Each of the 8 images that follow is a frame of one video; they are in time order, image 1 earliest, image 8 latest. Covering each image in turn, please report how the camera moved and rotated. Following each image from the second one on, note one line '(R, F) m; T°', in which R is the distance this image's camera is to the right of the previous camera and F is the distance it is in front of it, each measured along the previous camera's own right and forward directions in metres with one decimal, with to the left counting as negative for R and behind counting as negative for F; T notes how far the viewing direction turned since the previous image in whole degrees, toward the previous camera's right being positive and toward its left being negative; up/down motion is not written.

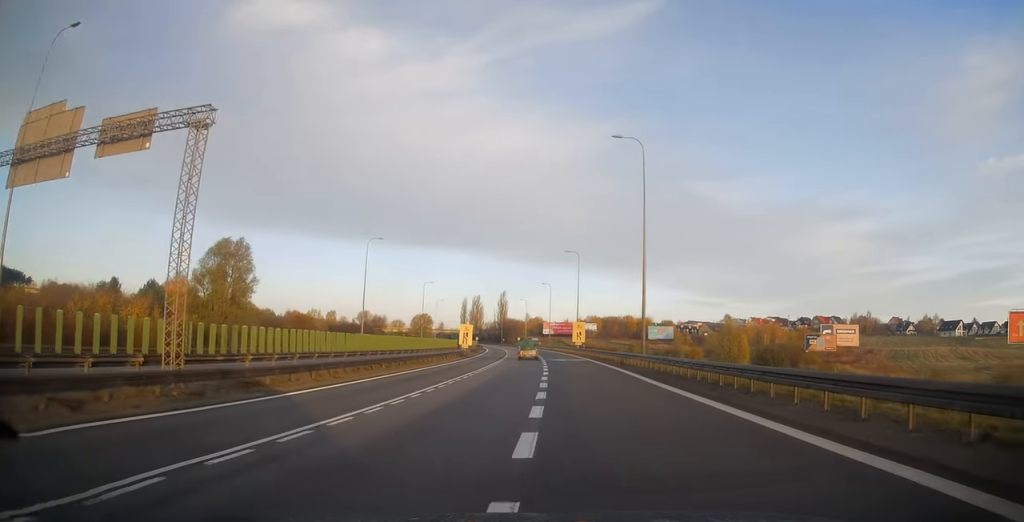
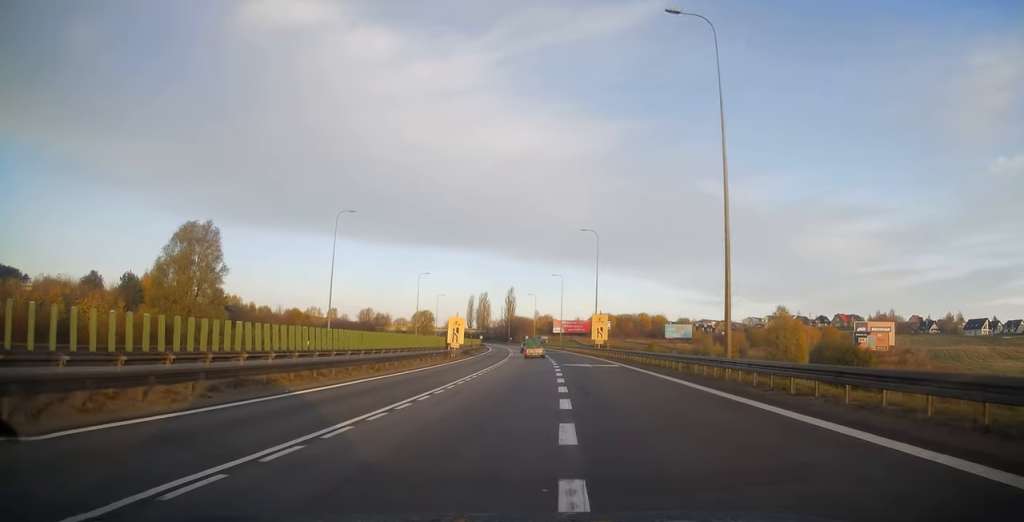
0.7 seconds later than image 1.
(+0.1, +15.6) m; -1°
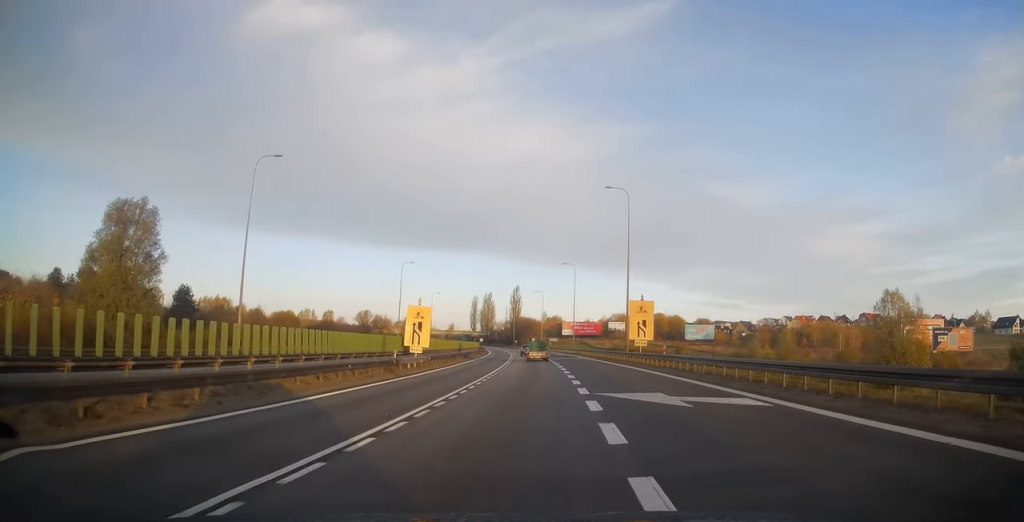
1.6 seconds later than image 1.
(-0.3, +20.7) m; -1°
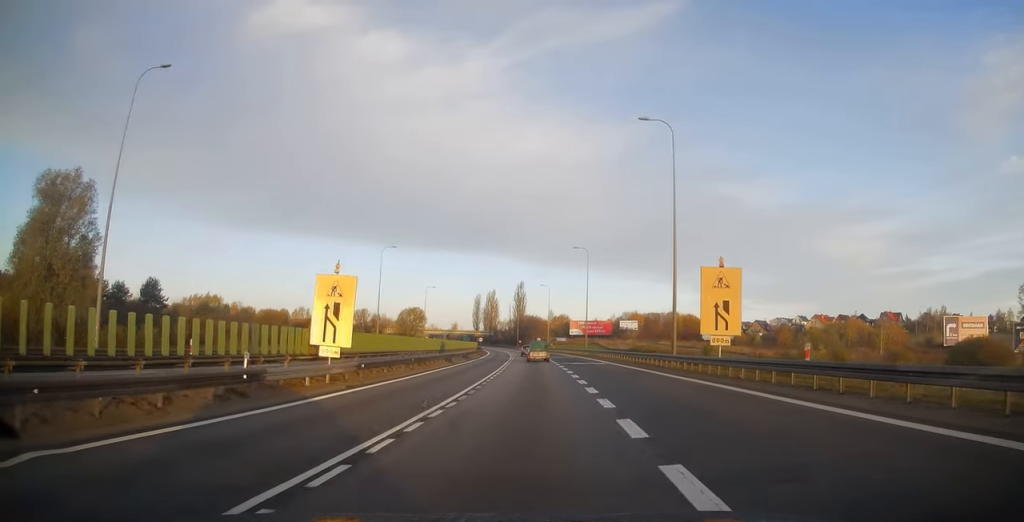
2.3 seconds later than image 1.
(-0.1, +16.0) m; -1°
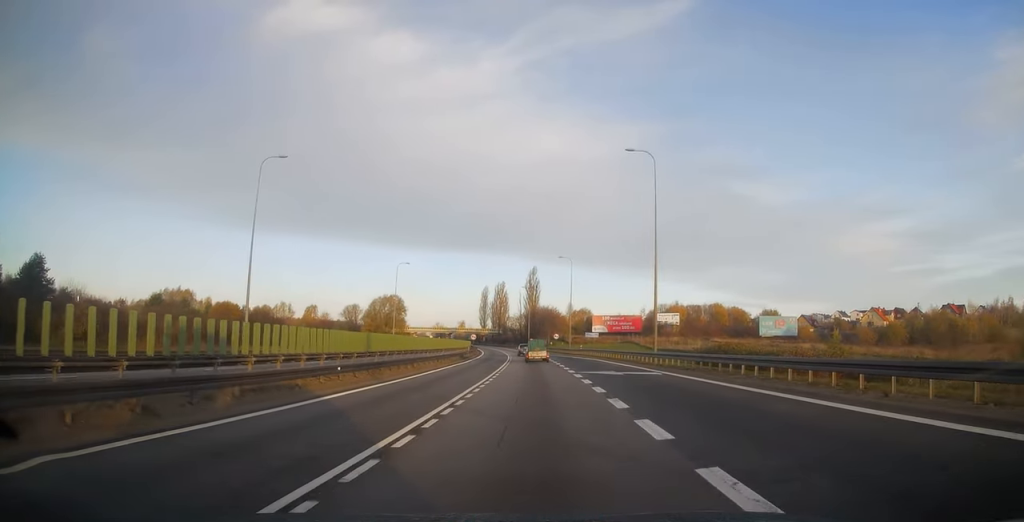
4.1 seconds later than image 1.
(-0.5, +41.3) m; -1°
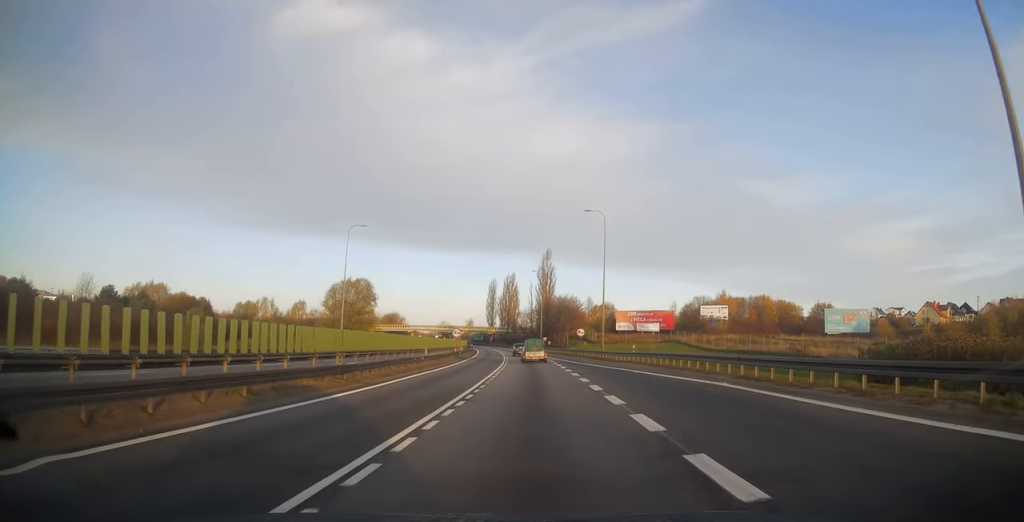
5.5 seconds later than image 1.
(-0.3, +31.9) m; -2°
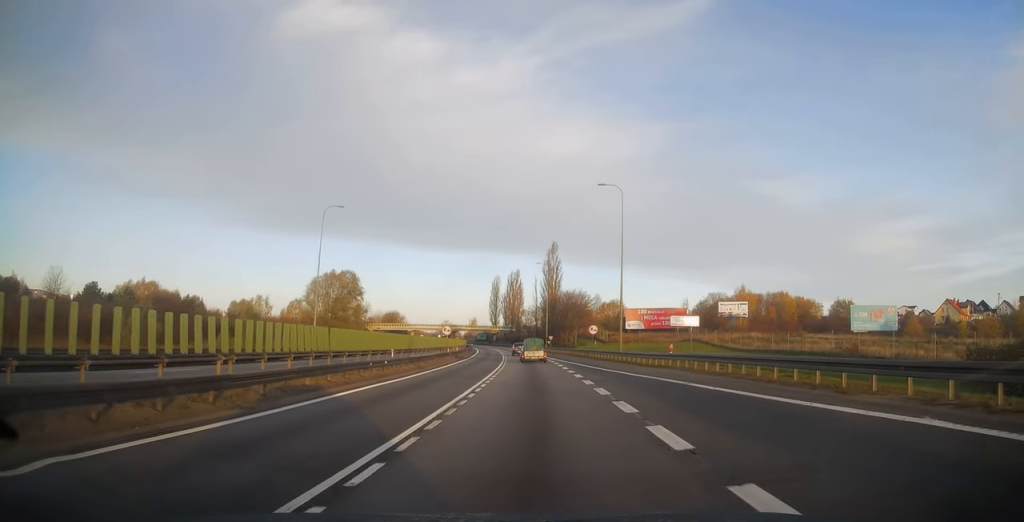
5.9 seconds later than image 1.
(0.0, +9.8) m; -1°
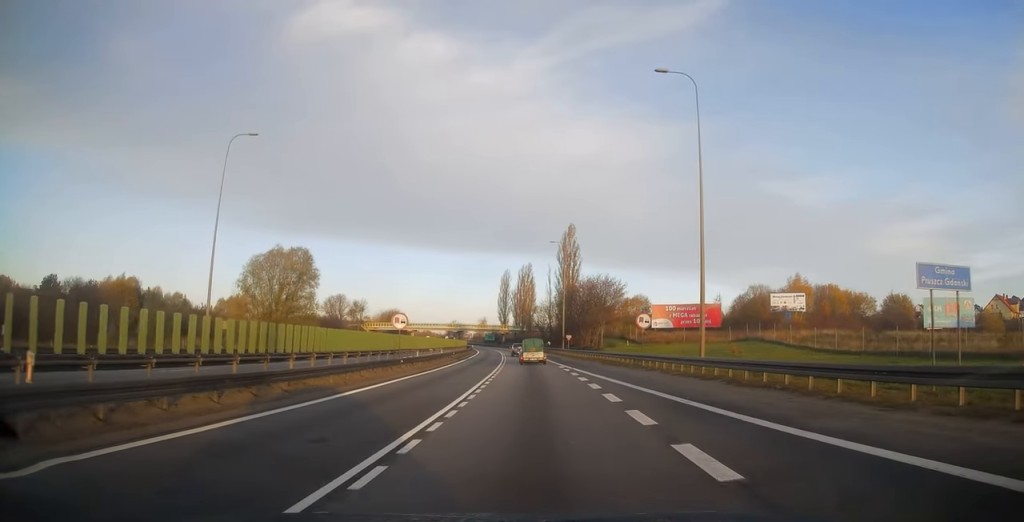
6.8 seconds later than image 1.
(-0.4, +22.0) m; -1°
